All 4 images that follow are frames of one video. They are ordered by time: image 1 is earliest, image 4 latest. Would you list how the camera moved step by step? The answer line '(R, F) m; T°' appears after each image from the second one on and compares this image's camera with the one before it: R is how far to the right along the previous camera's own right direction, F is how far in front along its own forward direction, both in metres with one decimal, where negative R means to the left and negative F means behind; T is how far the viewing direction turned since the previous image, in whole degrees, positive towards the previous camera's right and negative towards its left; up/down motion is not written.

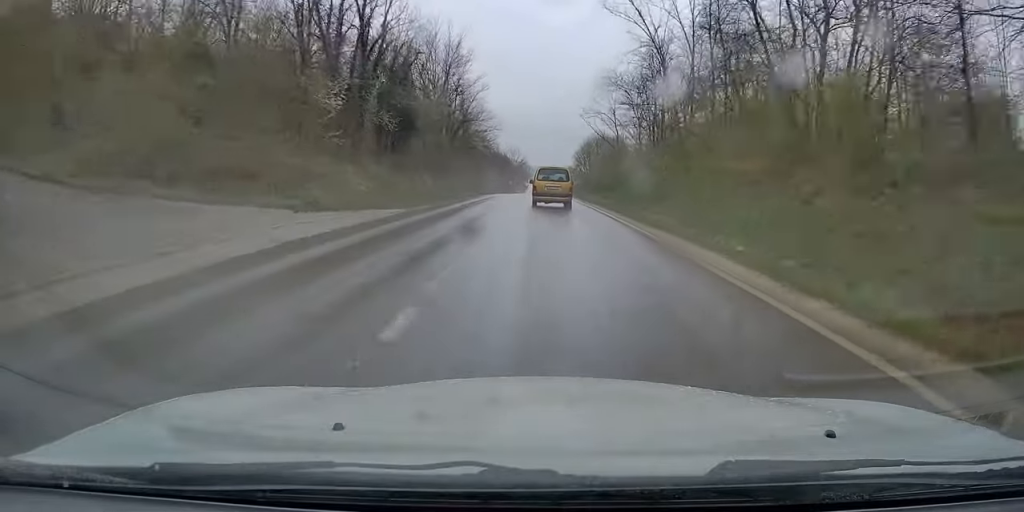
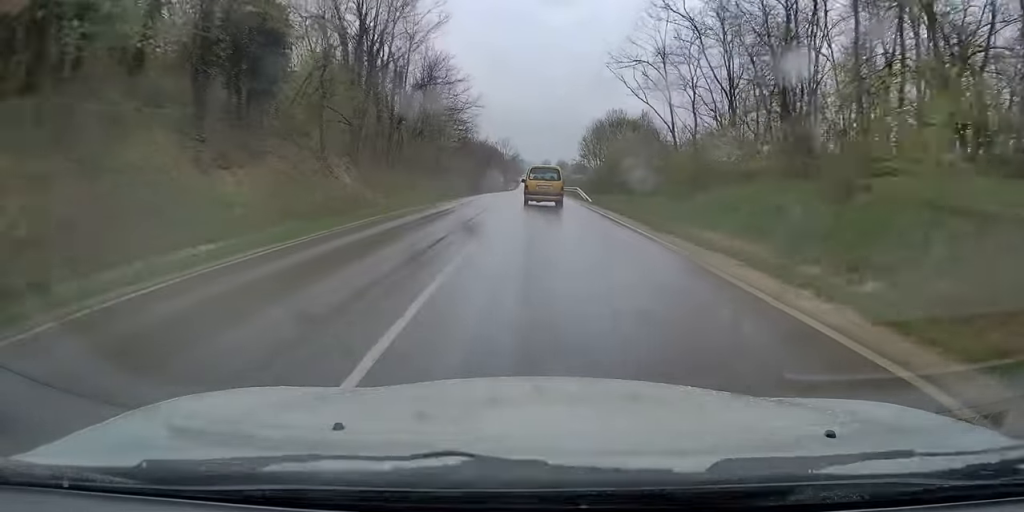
(-0.3, +25.9) m; +1°
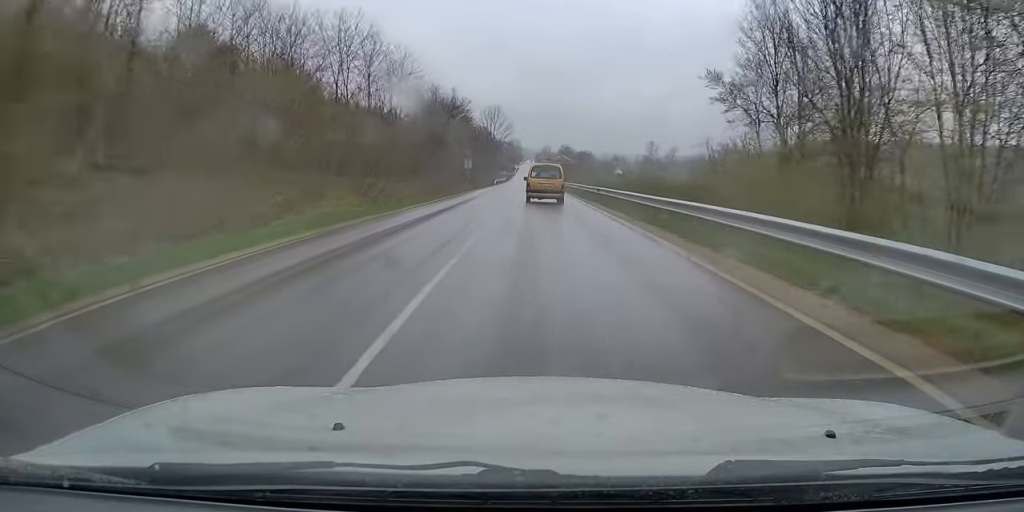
(+0.5, +66.7) m; 0°
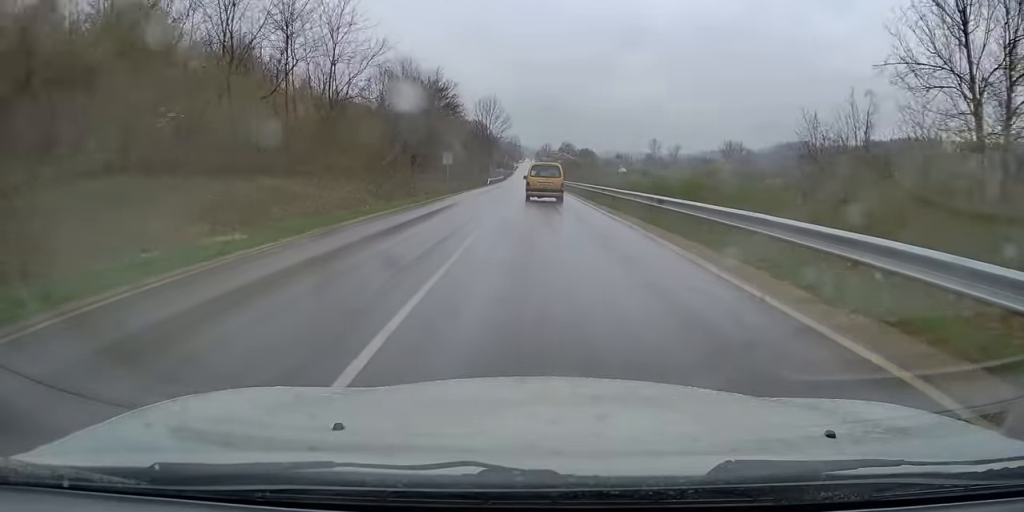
(0.0, +15.7) m; 0°
